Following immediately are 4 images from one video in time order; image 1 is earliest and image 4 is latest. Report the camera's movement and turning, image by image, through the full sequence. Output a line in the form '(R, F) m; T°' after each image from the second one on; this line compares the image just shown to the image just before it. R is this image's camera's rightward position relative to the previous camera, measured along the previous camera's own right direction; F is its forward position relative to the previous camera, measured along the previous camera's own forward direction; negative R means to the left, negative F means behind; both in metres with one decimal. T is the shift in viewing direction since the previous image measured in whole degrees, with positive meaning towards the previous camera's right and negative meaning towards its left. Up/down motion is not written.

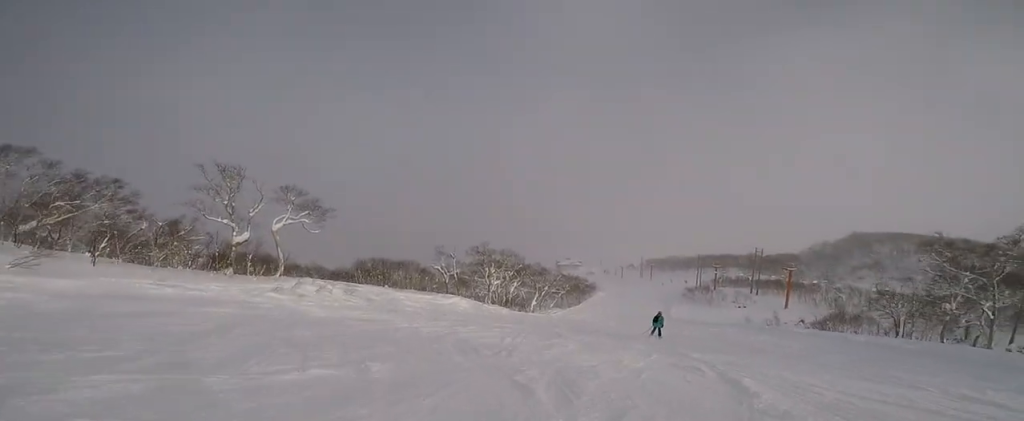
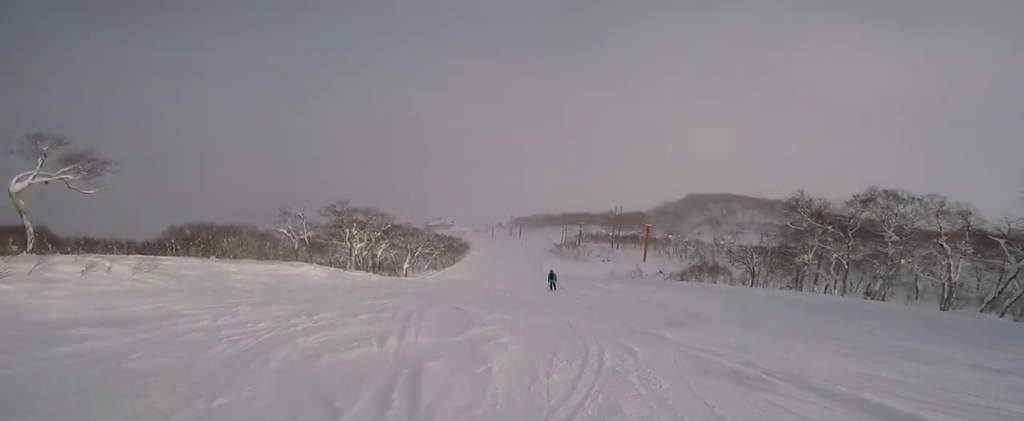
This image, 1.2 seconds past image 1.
(+0.5, +5.8) m; +20°
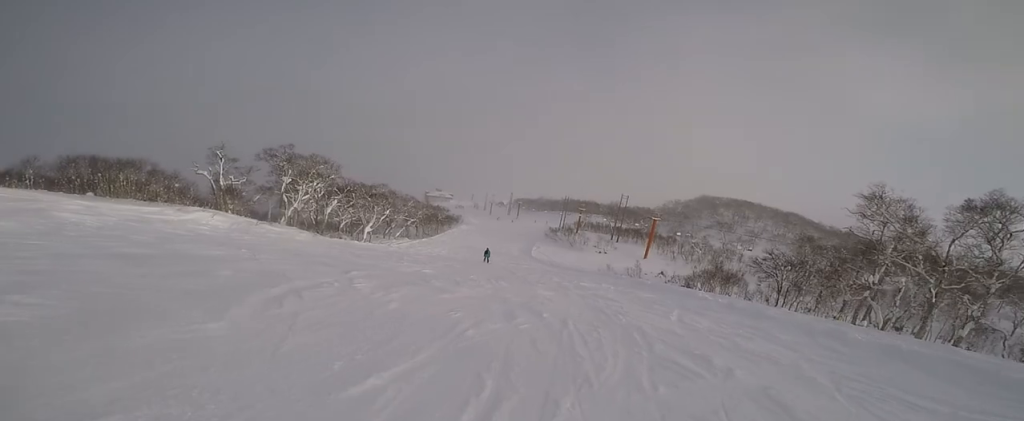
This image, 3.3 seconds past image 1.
(+1.7, +10.7) m; -13°
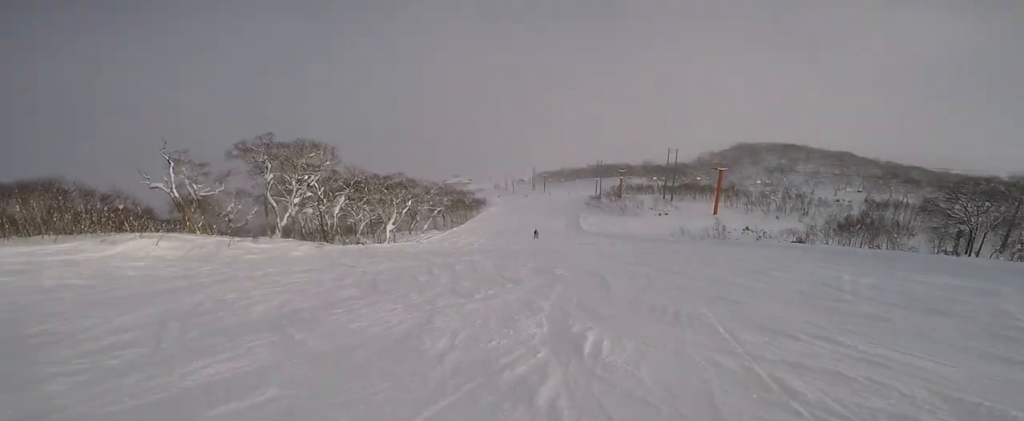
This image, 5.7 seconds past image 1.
(-4.1, +11.3) m; -1°
